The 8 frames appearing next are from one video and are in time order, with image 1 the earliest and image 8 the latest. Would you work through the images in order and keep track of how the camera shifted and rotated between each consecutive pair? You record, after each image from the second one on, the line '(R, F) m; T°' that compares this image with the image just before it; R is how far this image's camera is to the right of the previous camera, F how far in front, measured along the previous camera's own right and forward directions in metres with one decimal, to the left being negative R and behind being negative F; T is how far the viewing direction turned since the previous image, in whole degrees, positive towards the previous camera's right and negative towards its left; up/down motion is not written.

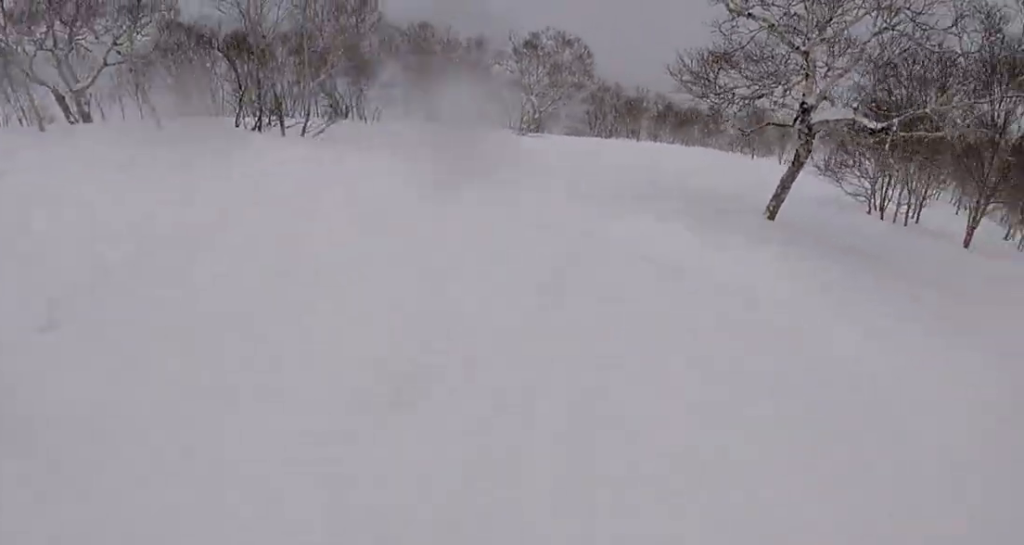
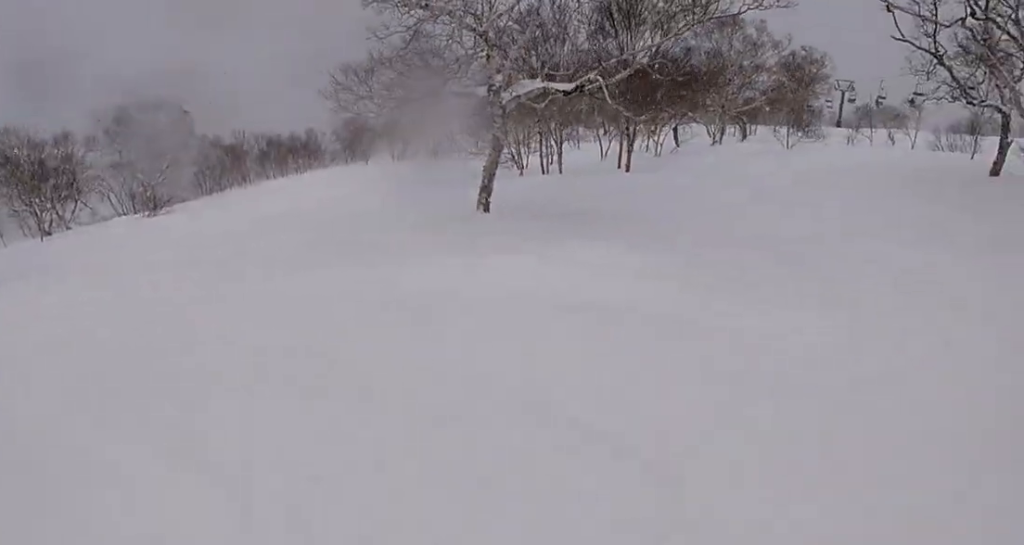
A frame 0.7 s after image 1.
(+0.4, +2.7) m; +28°
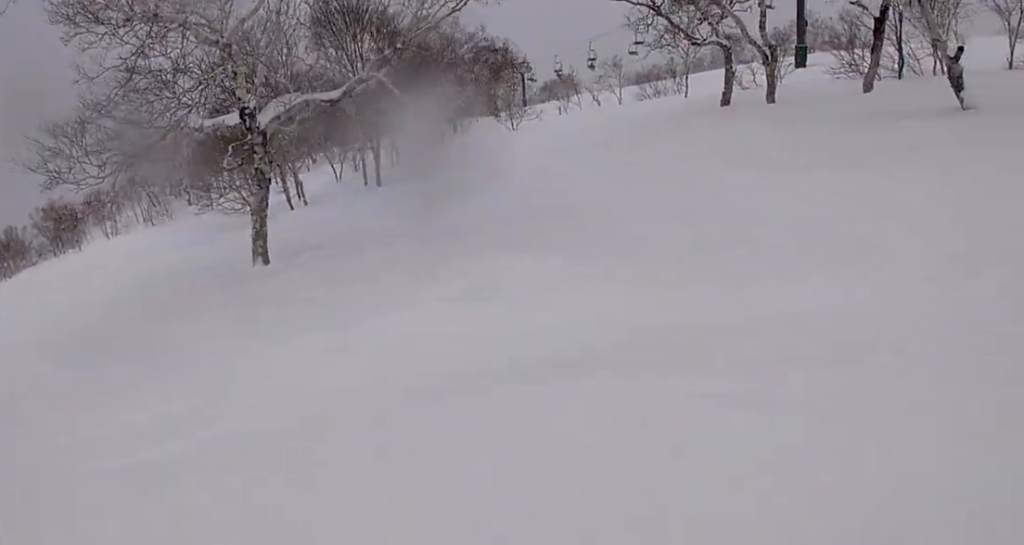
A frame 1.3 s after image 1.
(+0.7, +2.2) m; +26°
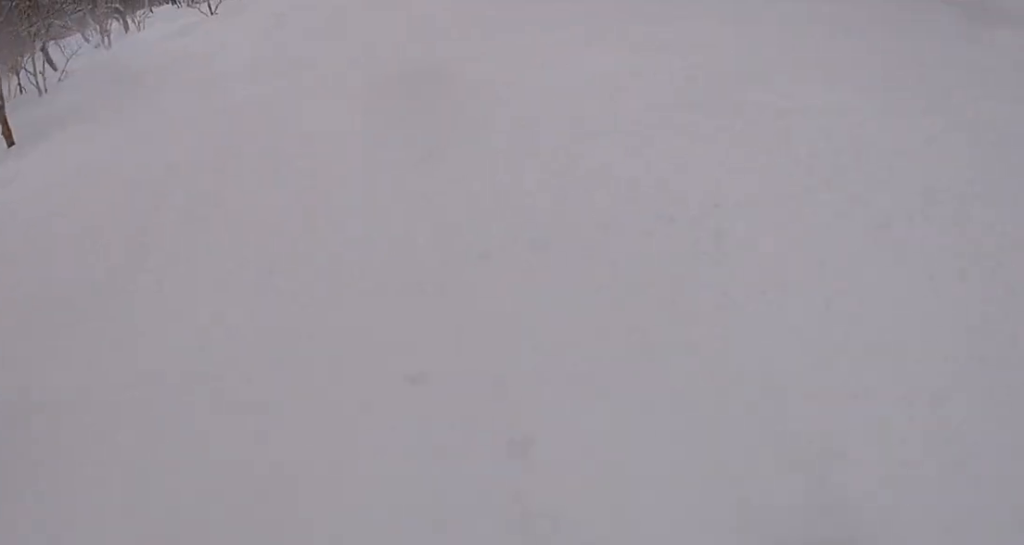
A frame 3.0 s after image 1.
(+2.8, +5.9) m; +35°
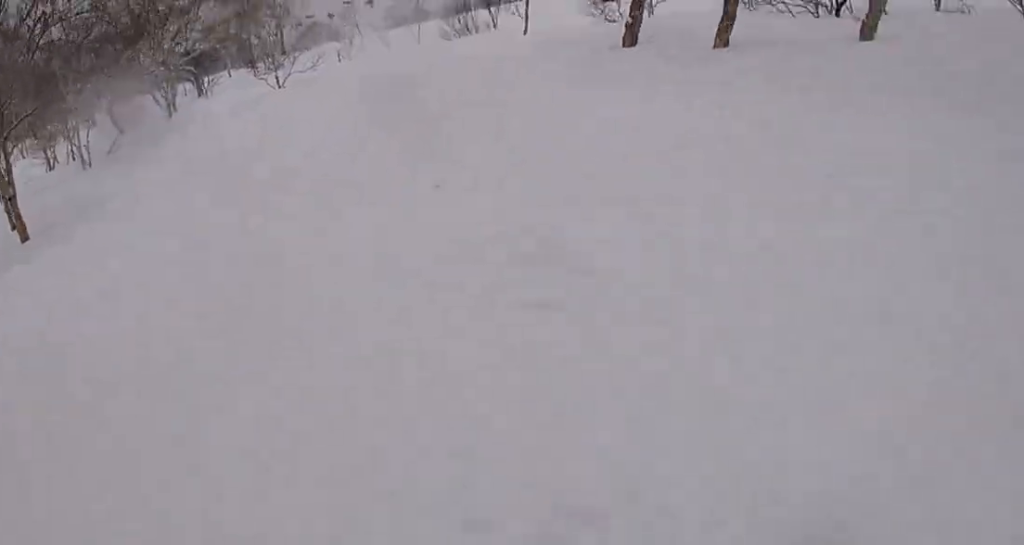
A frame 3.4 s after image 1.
(0.0, +2.0) m; +4°
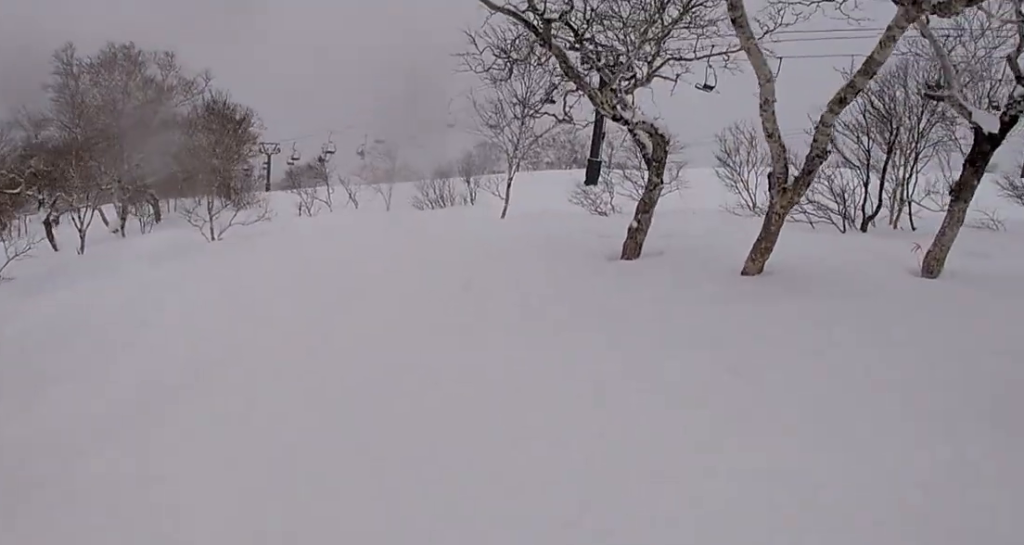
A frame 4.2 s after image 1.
(+0.3, +3.5) m; -6°
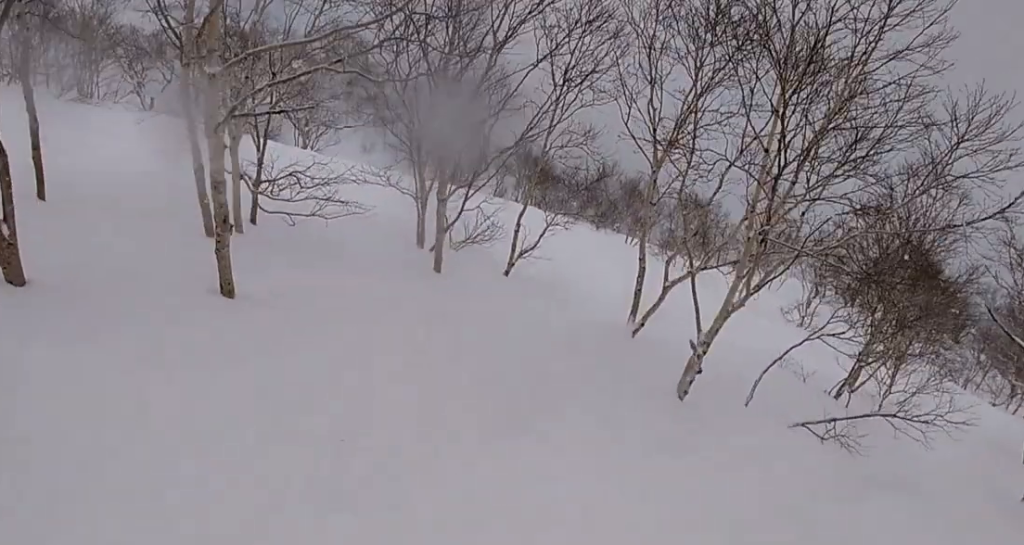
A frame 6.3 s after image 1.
(-4.9, +4.8) m; -83°
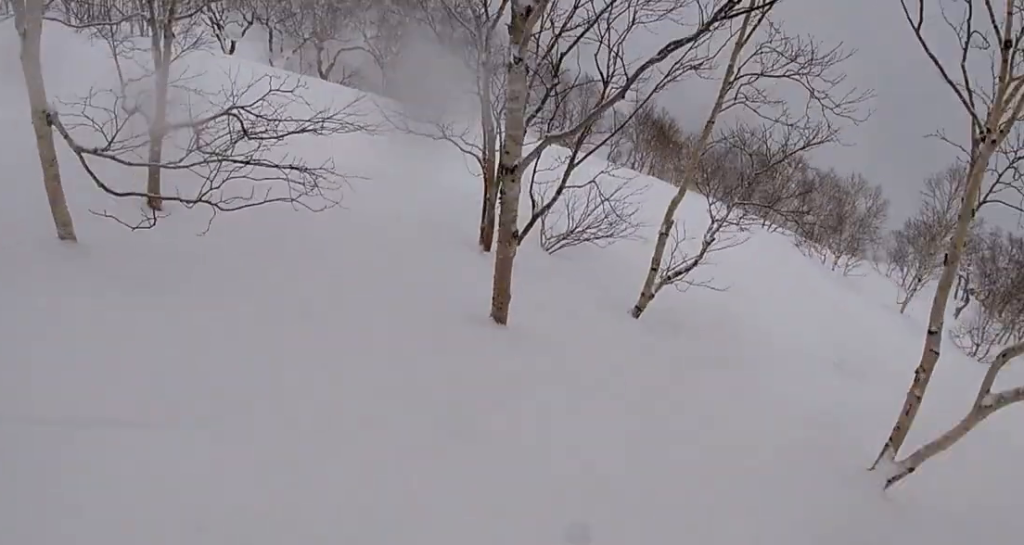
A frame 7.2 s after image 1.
(-0.3, +4.2) m; -6°
